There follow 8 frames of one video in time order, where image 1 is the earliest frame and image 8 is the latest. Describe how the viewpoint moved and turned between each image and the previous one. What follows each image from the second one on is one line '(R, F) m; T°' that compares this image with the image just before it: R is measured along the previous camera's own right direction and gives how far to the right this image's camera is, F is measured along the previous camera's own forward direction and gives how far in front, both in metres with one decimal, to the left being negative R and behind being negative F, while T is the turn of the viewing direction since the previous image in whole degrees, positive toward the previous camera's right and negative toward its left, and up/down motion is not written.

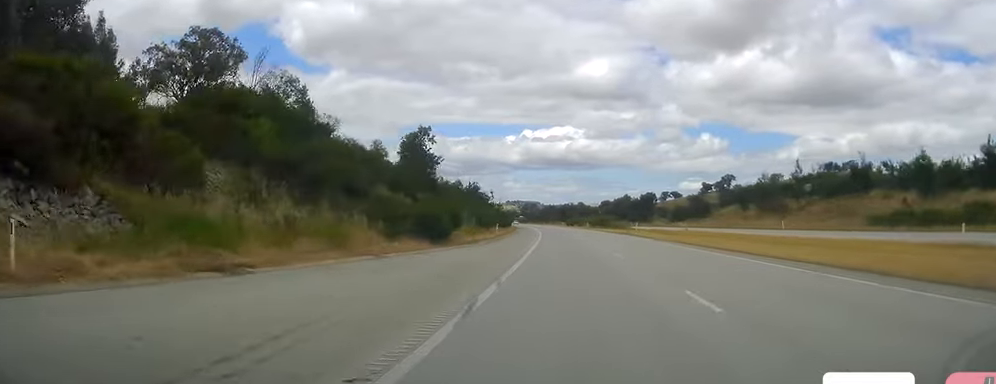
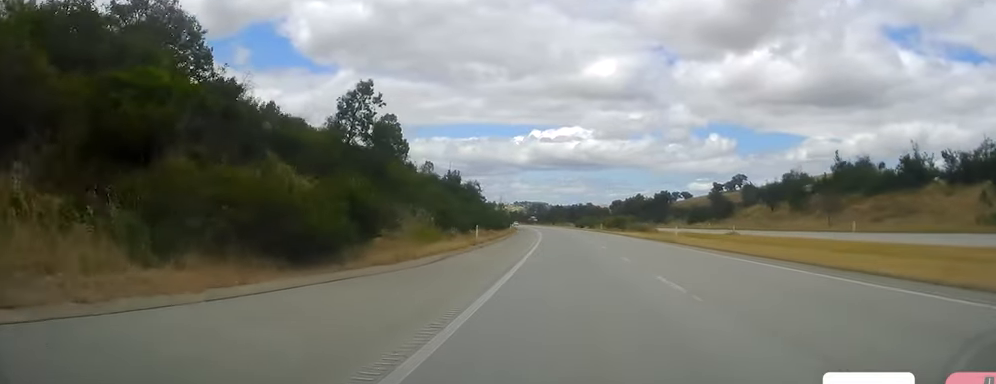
(-0.1, +21.1) m; -1°
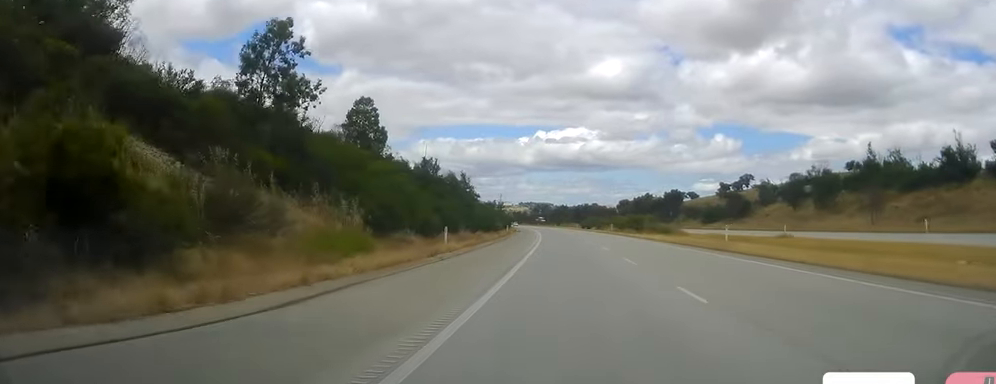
(0.0, +14.4) m; -1°
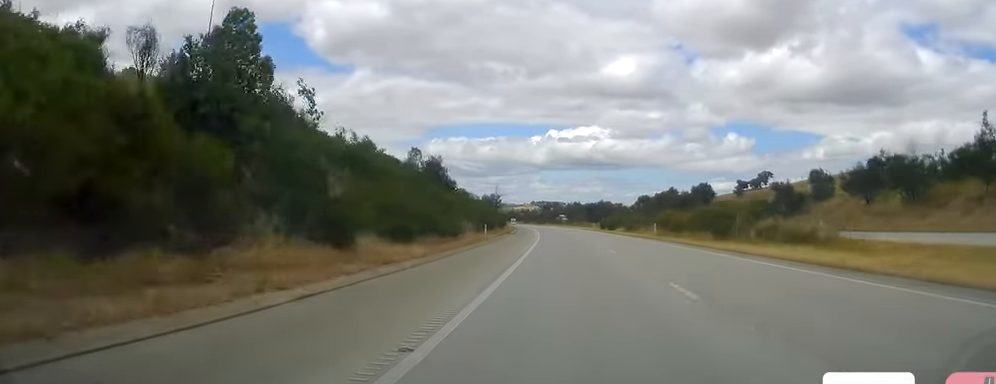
(-0.7, +36.5) m; -1°
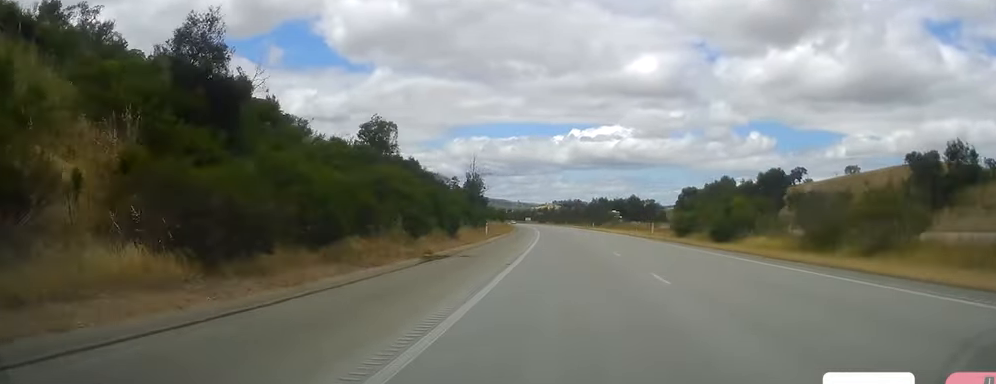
(0.0, +58.6) m; 0°
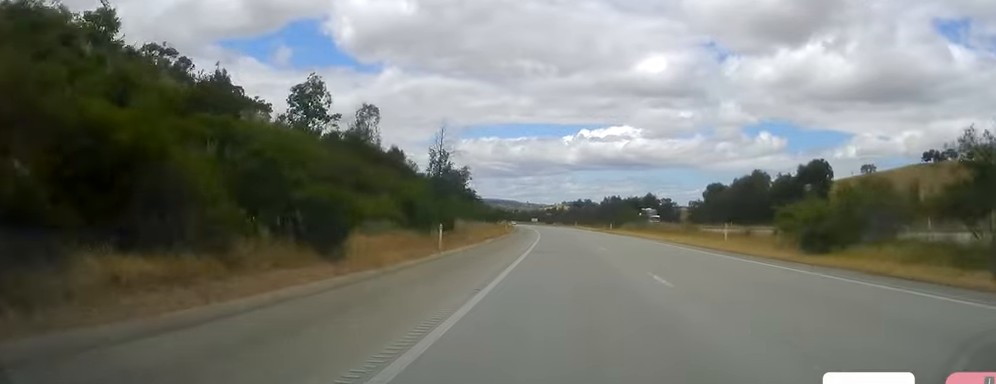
(-0.2, +25.0) m; -1°
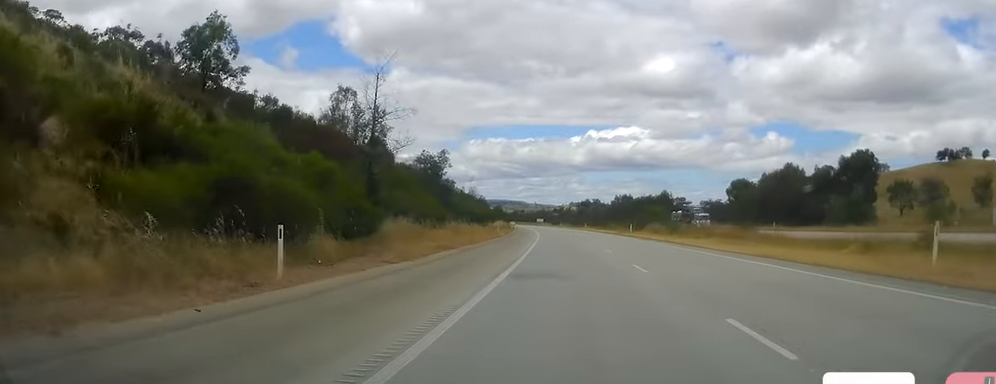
(+0.2, +20.1) m; -1°
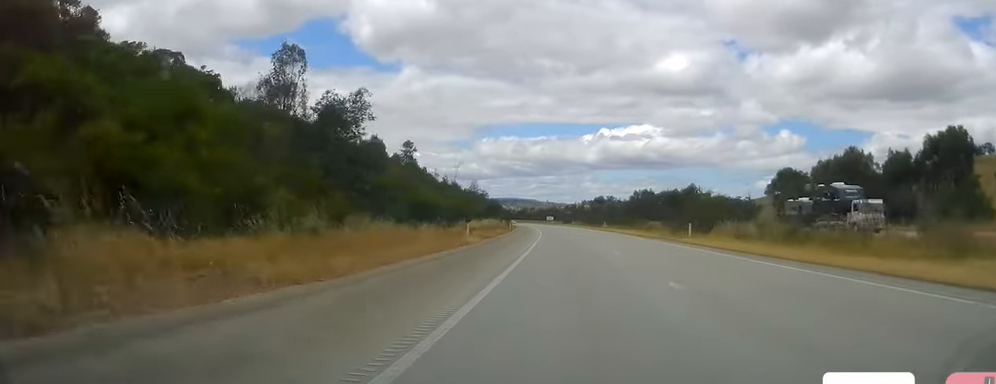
(-0.9, +29.7) m; -1°
